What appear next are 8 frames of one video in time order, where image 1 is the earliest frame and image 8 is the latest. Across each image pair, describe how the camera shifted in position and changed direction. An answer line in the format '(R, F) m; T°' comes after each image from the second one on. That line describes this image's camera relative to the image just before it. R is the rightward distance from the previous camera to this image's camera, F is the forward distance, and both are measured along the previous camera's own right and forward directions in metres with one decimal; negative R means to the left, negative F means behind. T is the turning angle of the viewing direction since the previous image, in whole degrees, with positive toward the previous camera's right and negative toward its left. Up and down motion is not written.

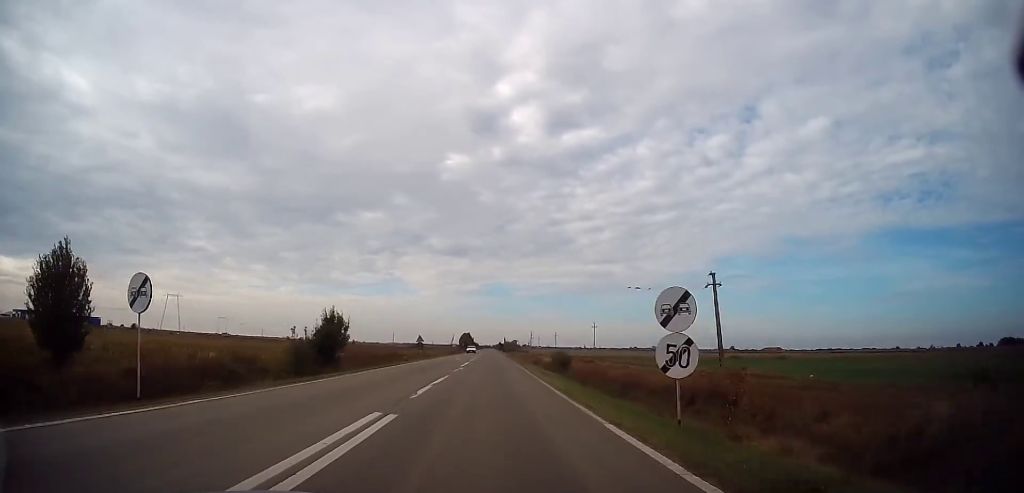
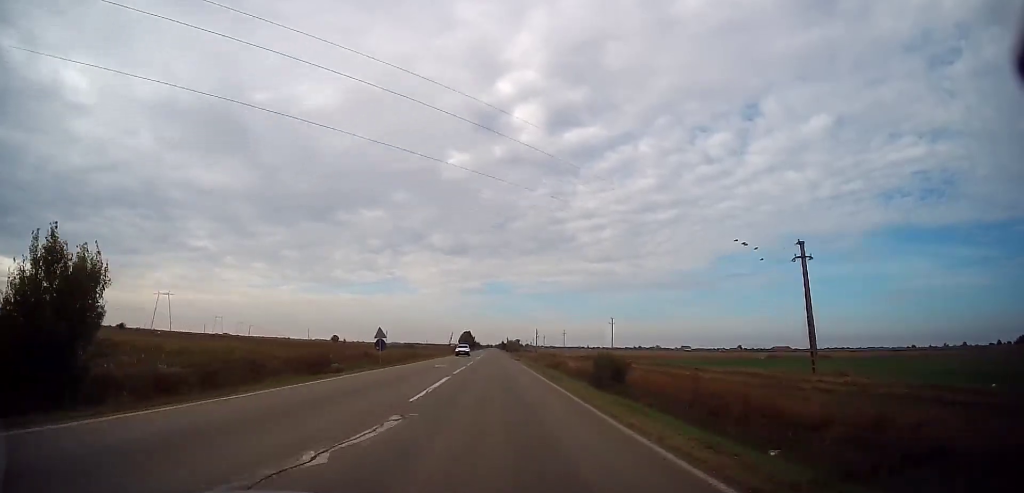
(+0.3, +20.7) m; 0°
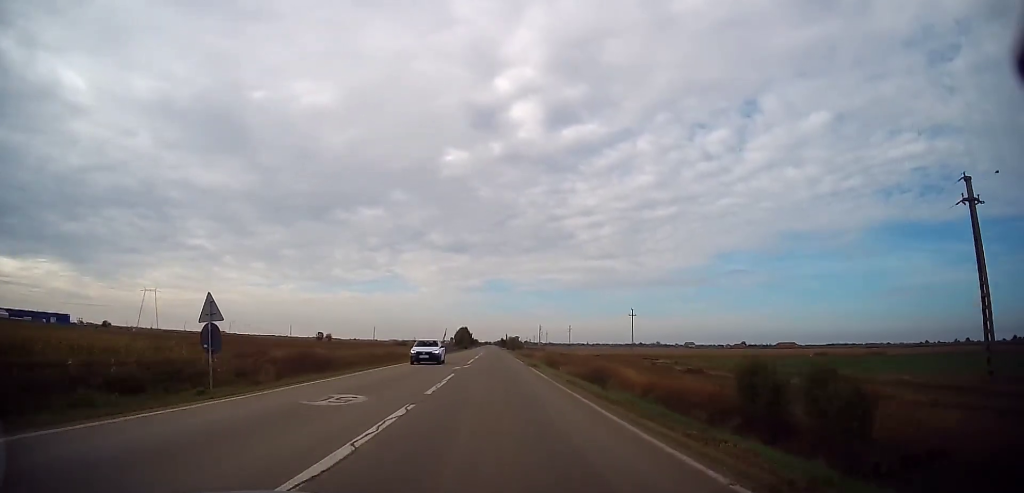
(-0.1, +21.3) m; 0°
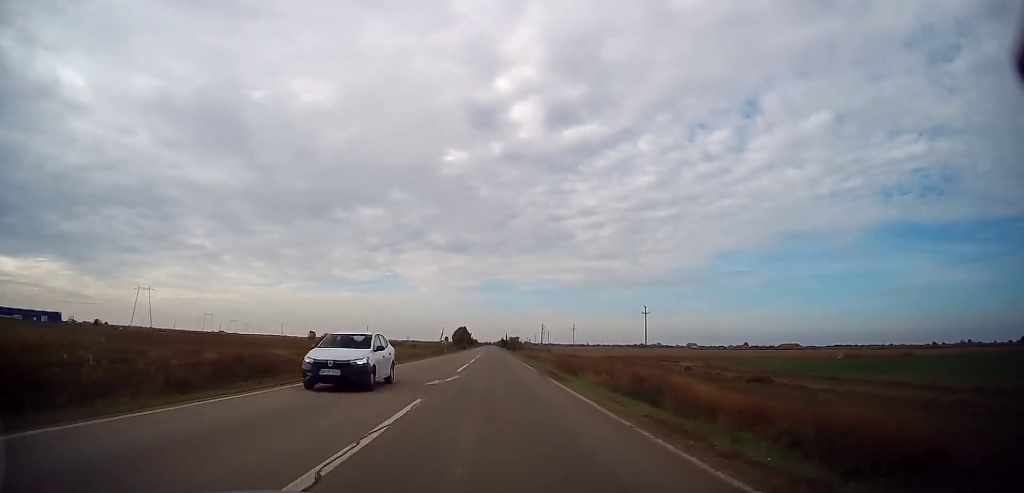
(-0.3, +10.1) m; 0°
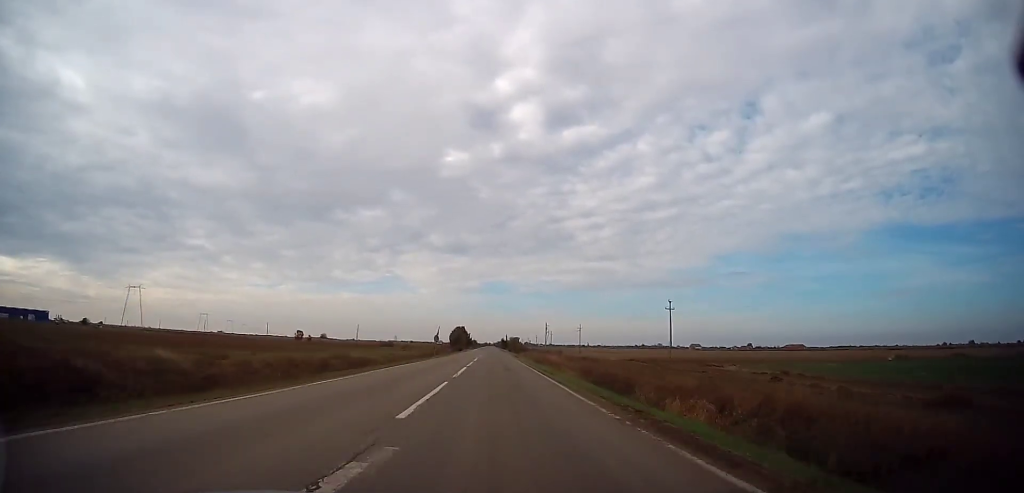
(+0.2, +14.8) m; 0°
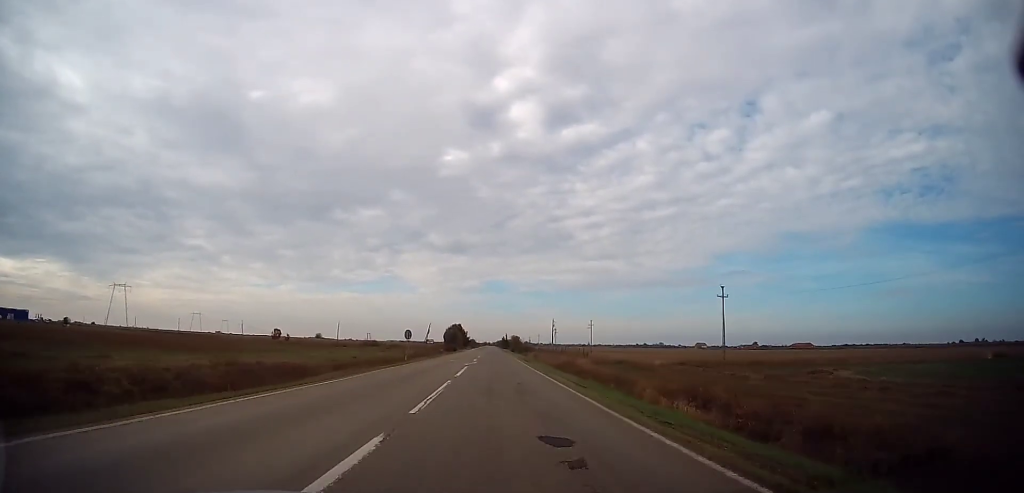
(+0.2, +21.9) m; 0°
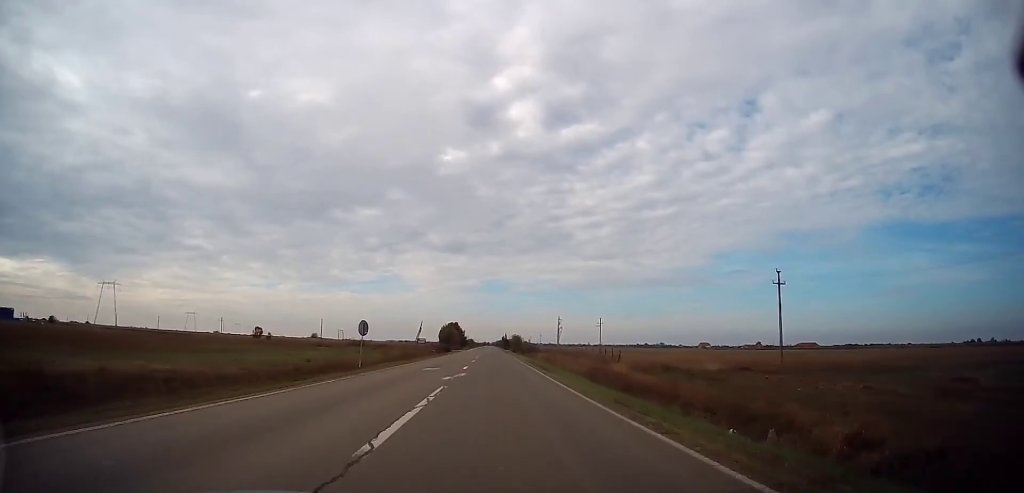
(-0.2, +15.0) m; 0°
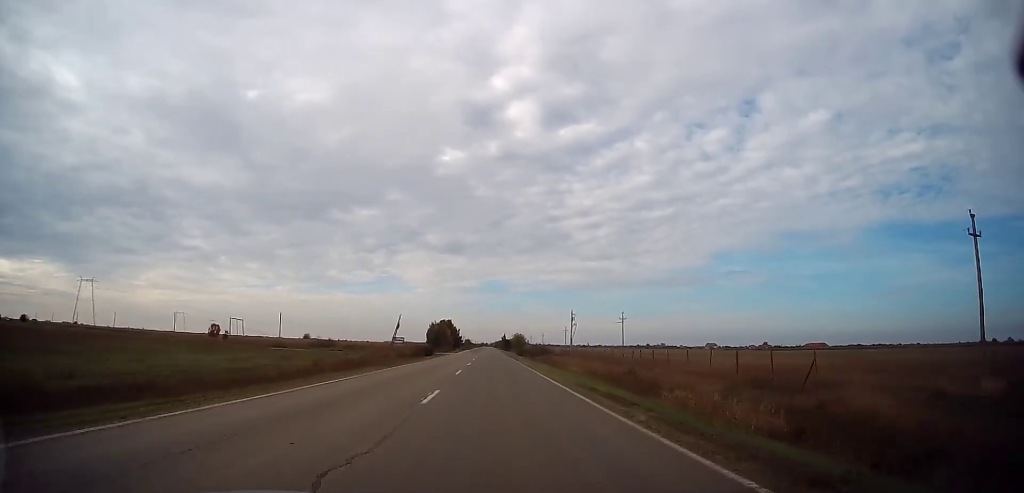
(+0.2, +27.6) m; +1°
